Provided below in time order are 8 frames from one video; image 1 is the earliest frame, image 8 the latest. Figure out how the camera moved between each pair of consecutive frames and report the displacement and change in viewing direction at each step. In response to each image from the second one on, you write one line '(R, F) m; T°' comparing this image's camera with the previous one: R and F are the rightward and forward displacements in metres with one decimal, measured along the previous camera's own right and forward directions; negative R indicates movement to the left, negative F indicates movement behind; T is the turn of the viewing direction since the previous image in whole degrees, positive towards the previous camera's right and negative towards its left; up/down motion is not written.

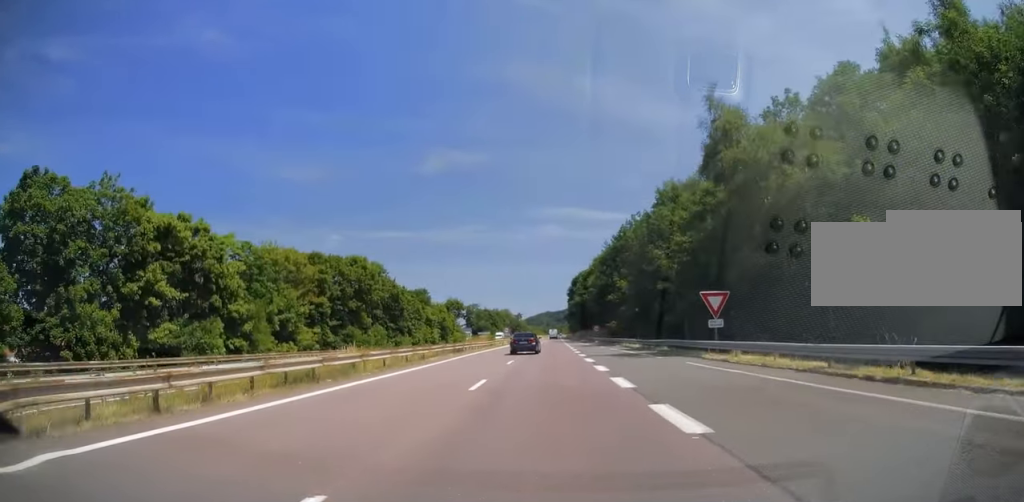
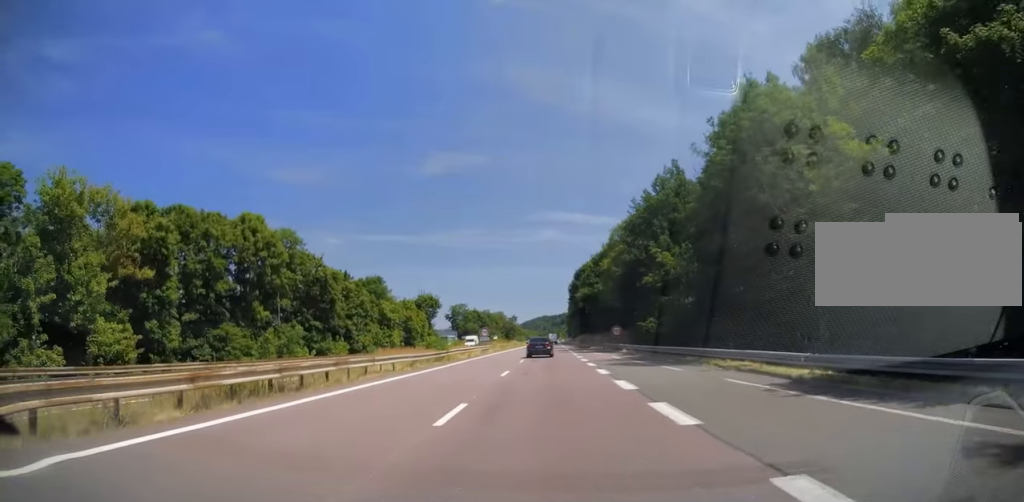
(0.0, +31.5) m; +1°
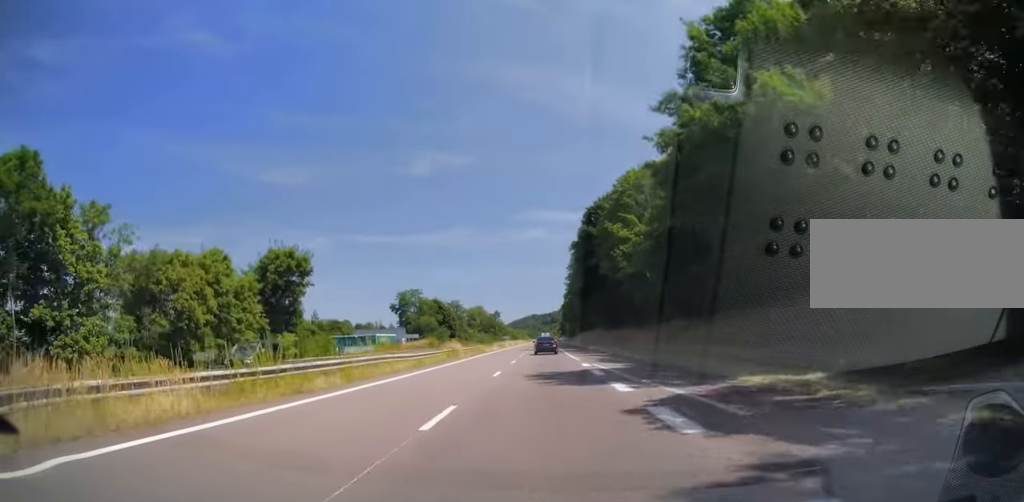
(+0.2, +66.0) m; 0°
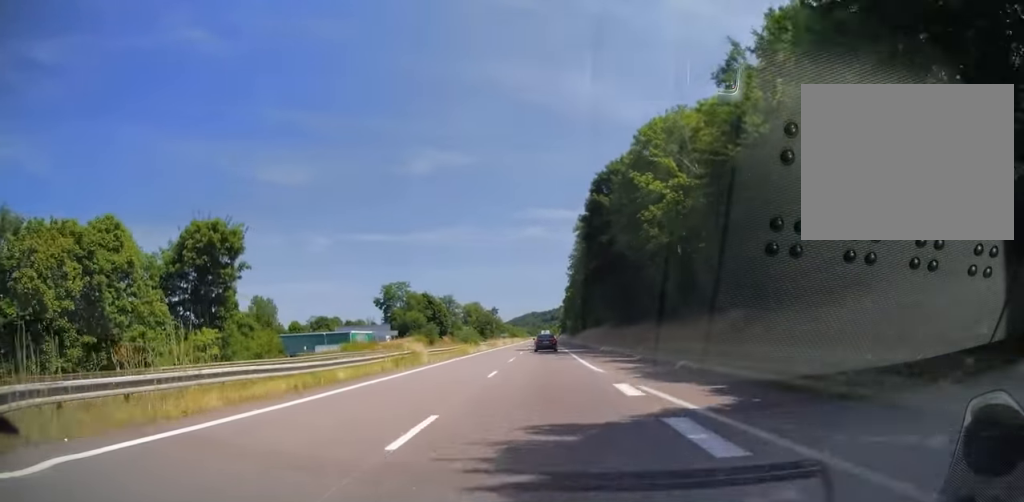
(+0.2, +14.8) m; 0°
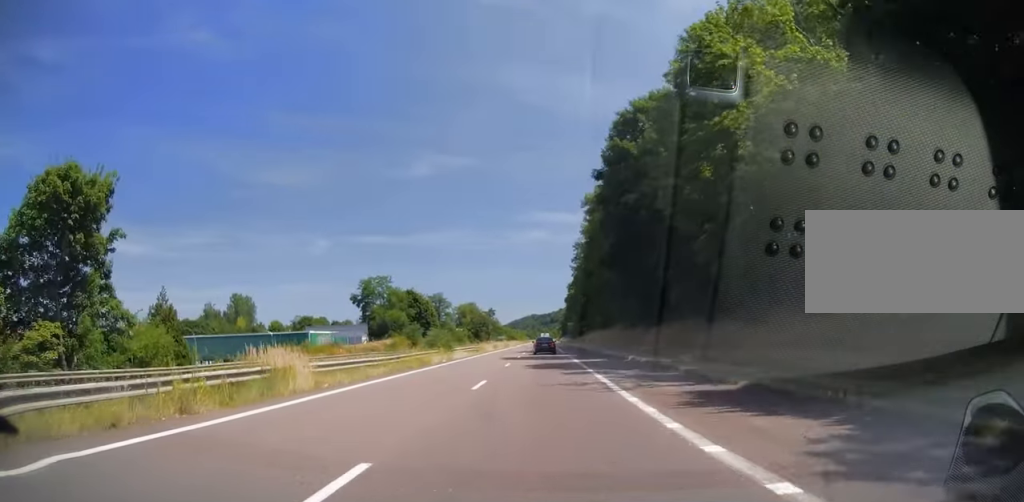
(+0.1, +17.2) m; 0°
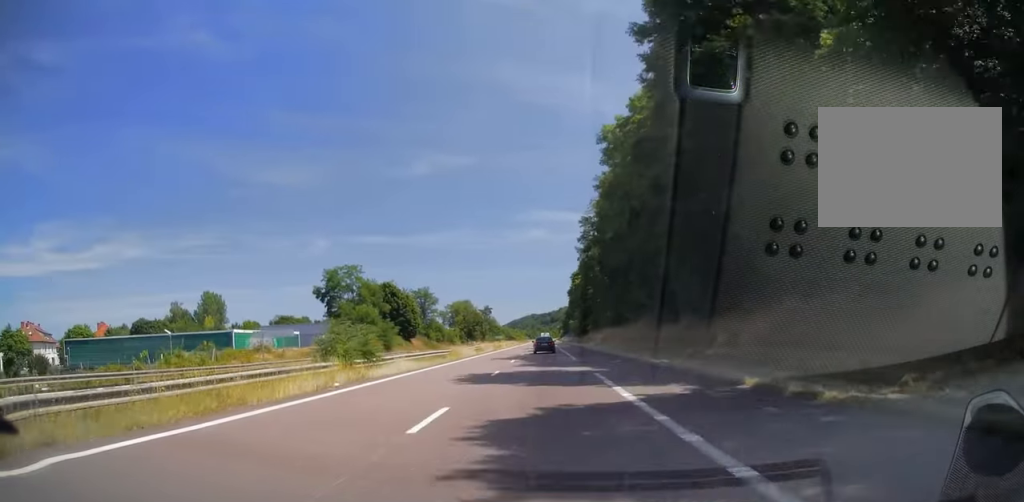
(0.0, +20.7) m; 0°
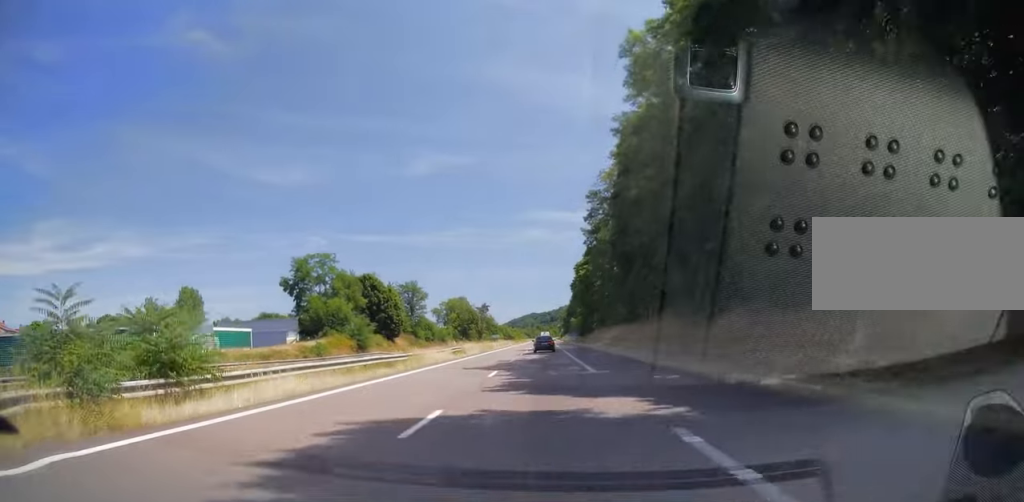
(0.0, +13.8) m; 0°
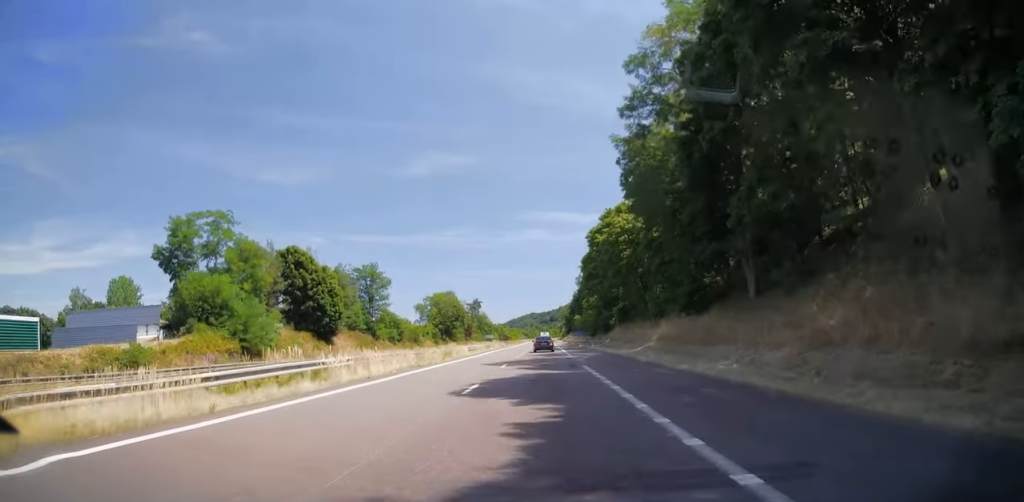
(0.0, +33.0) m; 0°
